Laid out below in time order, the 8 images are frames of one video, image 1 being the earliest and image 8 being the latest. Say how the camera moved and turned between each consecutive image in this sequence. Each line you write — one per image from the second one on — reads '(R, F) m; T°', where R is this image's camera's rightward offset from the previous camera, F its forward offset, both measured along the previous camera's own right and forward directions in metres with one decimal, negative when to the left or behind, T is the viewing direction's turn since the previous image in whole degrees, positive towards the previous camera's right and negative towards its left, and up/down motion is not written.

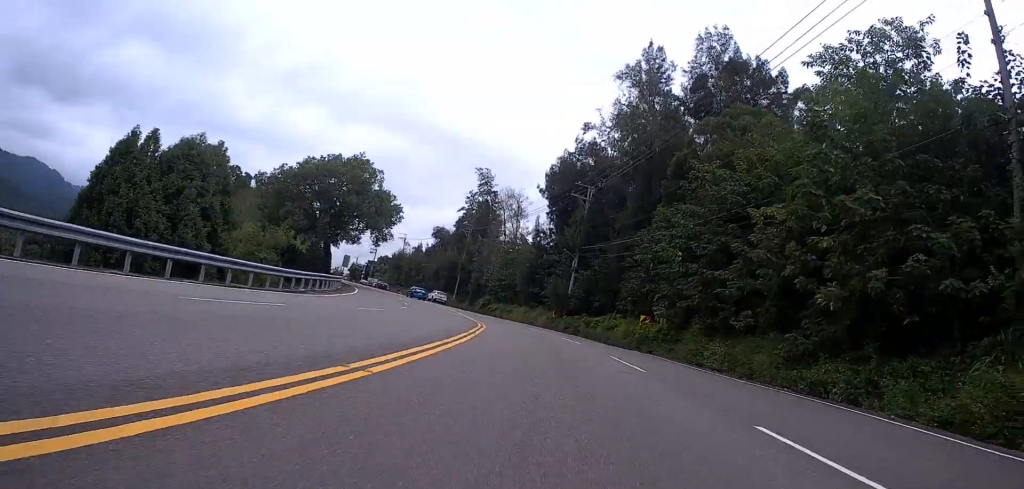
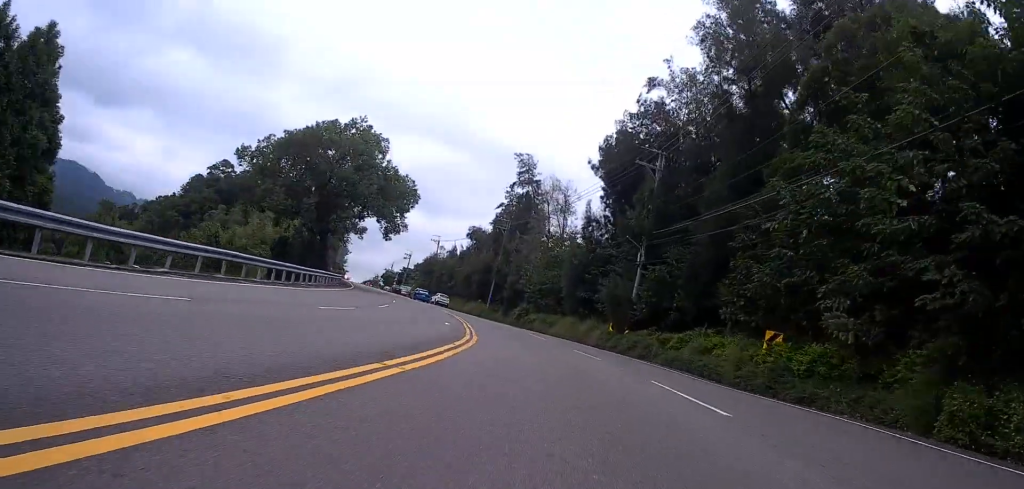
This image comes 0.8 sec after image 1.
(-1.4, +16.9) m; -5°
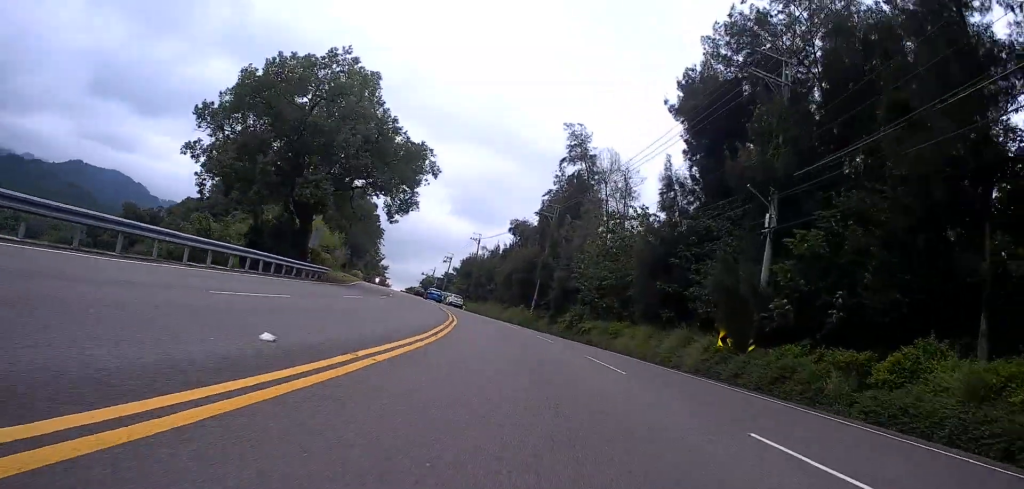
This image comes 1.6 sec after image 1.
(-0.1, +17.5) m; 0°
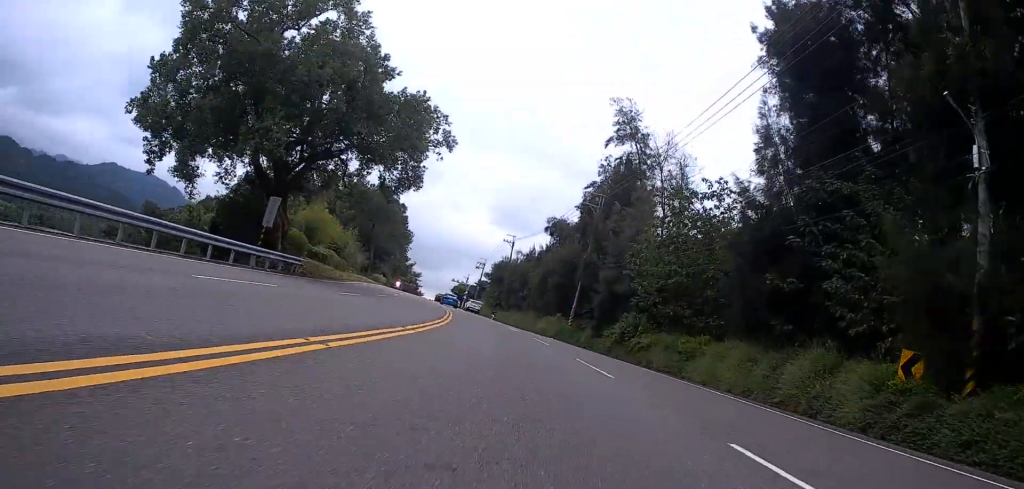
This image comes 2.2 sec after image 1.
(0.0, +11.7) m; 0°
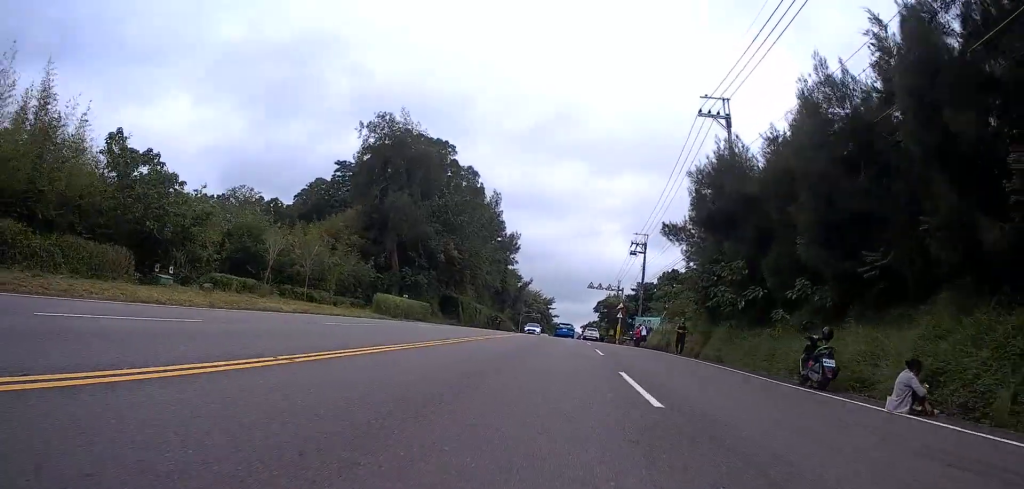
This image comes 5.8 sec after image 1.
(-4.5, +57.3) m; -10°
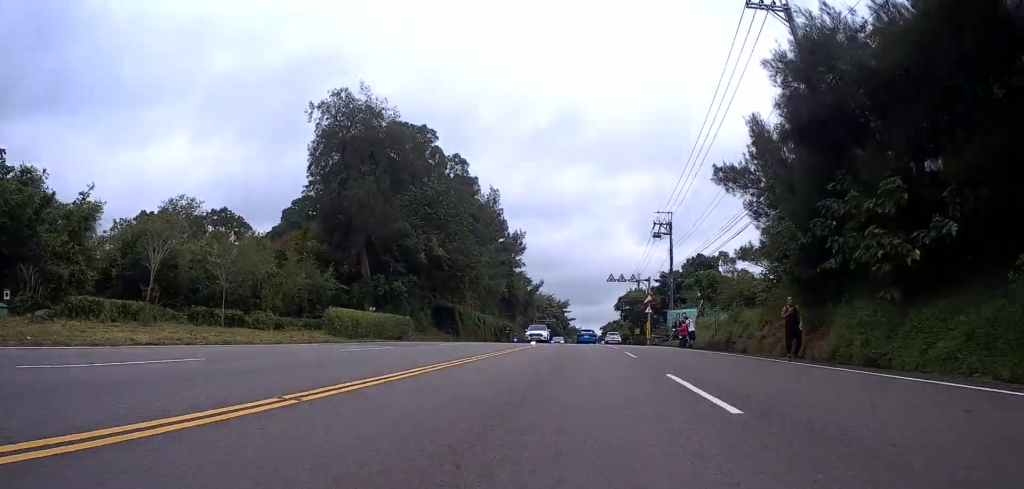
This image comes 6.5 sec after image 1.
(+0.3, +10.0) m; +1°
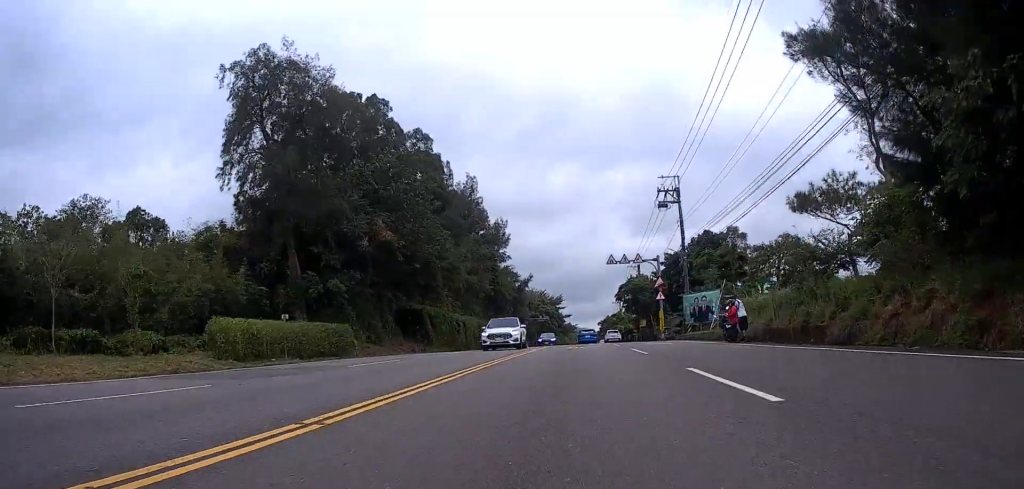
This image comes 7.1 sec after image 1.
(+0.1, +10.1) m; +1°
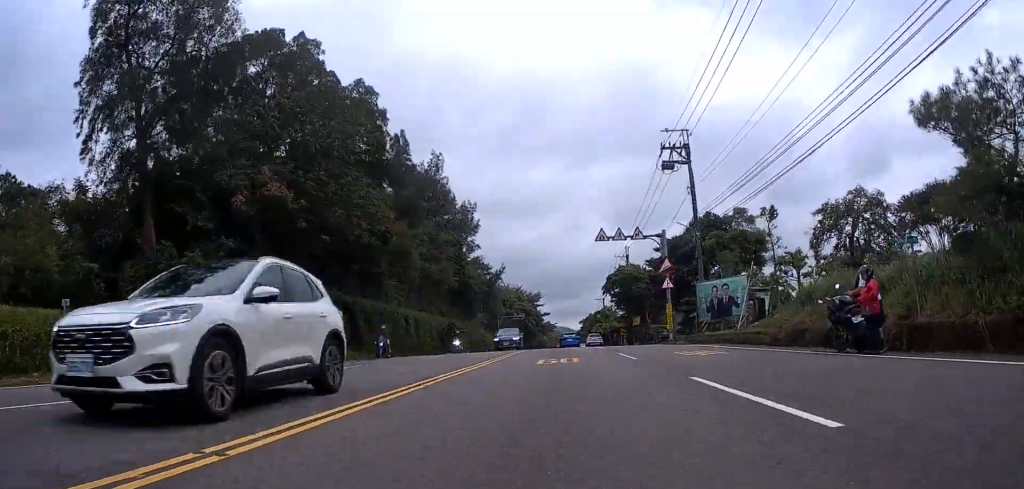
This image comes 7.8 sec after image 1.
(0.0, +11.9) m; 0°
